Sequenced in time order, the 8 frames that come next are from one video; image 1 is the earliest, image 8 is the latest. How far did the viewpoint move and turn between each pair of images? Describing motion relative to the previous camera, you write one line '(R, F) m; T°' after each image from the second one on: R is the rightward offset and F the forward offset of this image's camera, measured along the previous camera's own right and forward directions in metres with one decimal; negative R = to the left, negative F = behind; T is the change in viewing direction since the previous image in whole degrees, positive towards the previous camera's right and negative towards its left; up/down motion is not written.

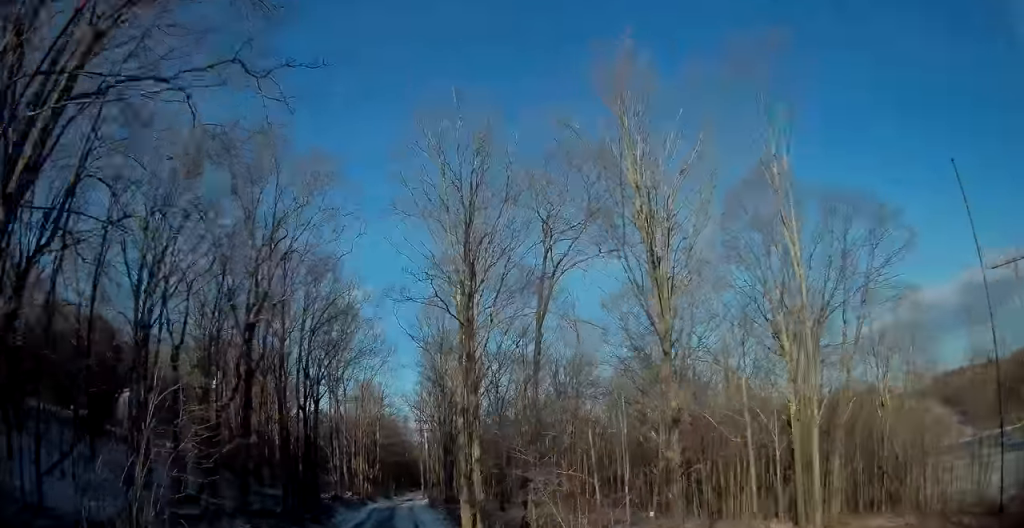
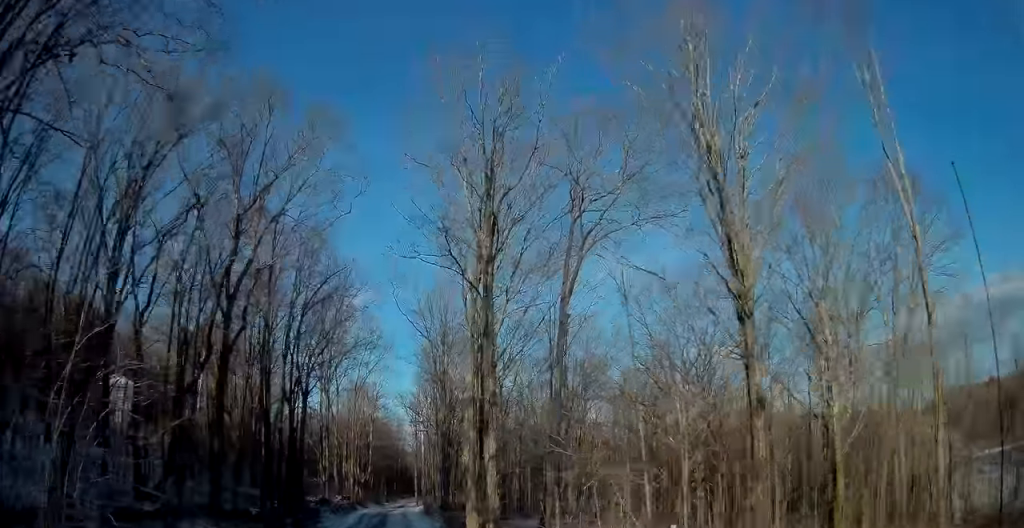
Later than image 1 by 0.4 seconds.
(0.0, +4.0) m; +1°
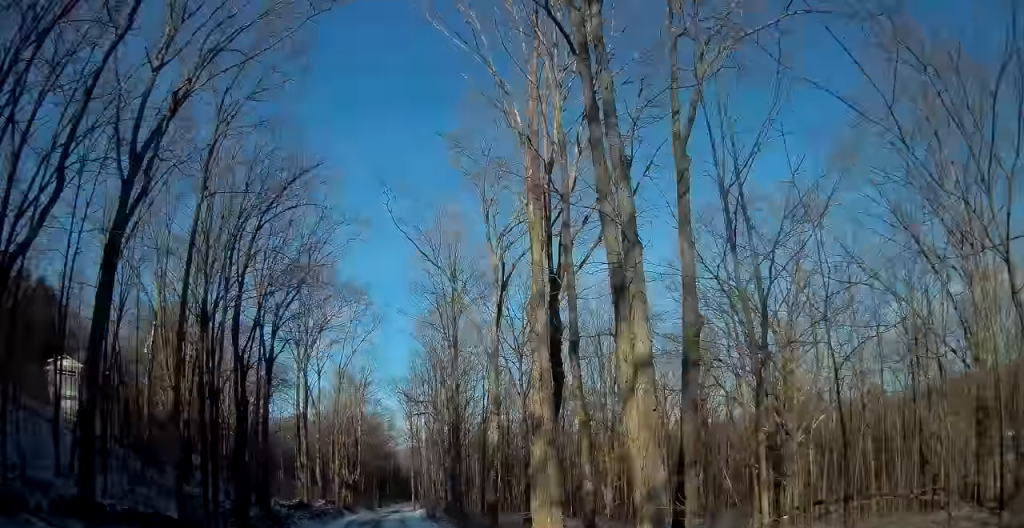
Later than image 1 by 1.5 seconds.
(+0.2, +11.0) m; +1°
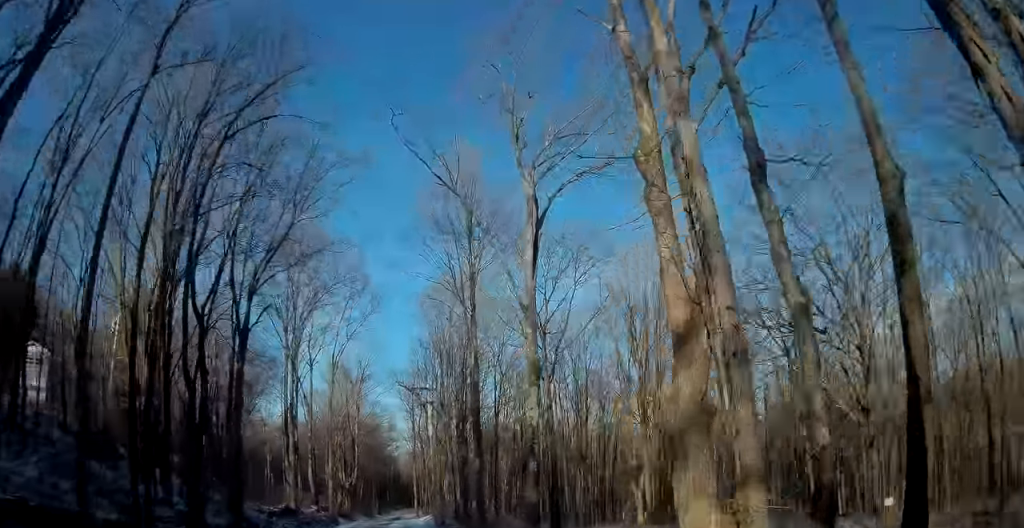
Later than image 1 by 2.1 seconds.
(-0.1, +6.4) m; 0°
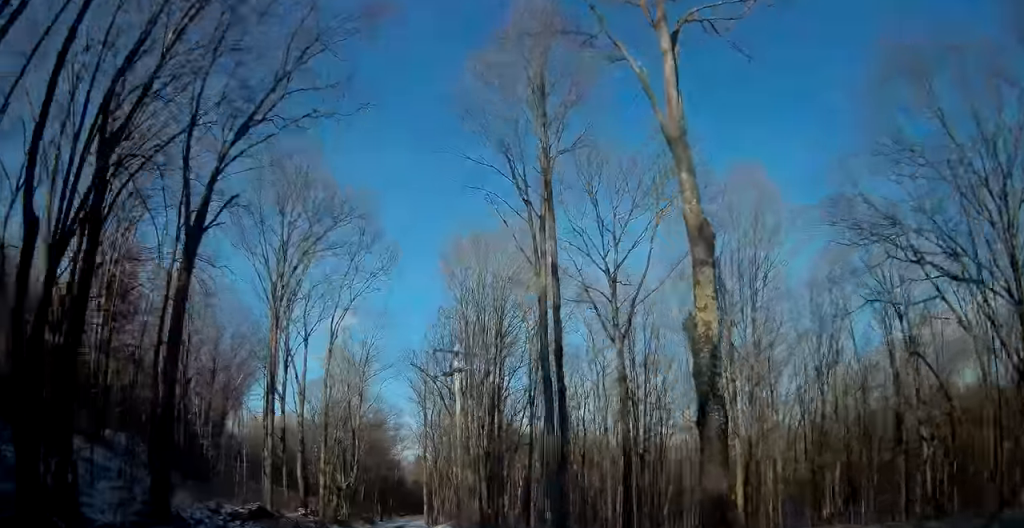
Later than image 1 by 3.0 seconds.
(+0.2, +9.9) m; 0°
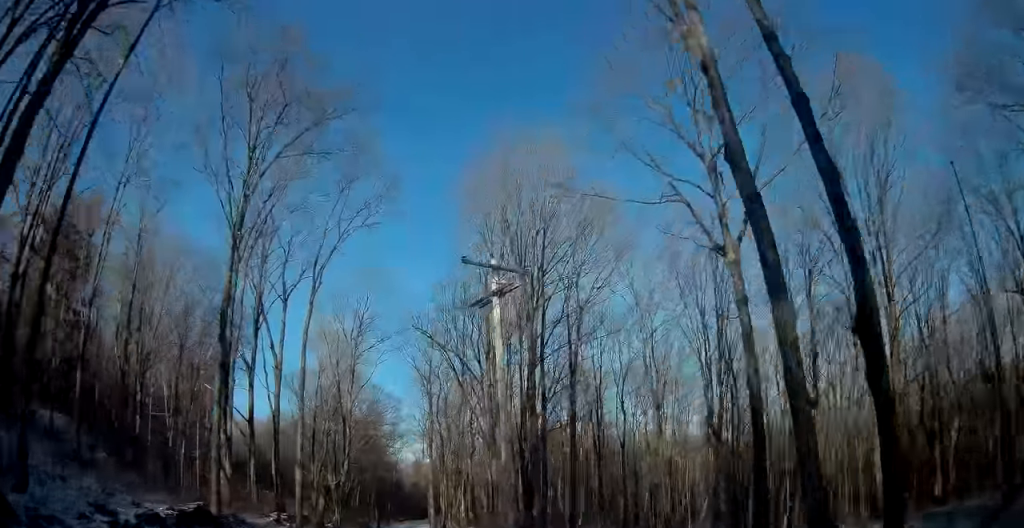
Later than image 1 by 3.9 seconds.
(-0.1, +9.7) m; 0°
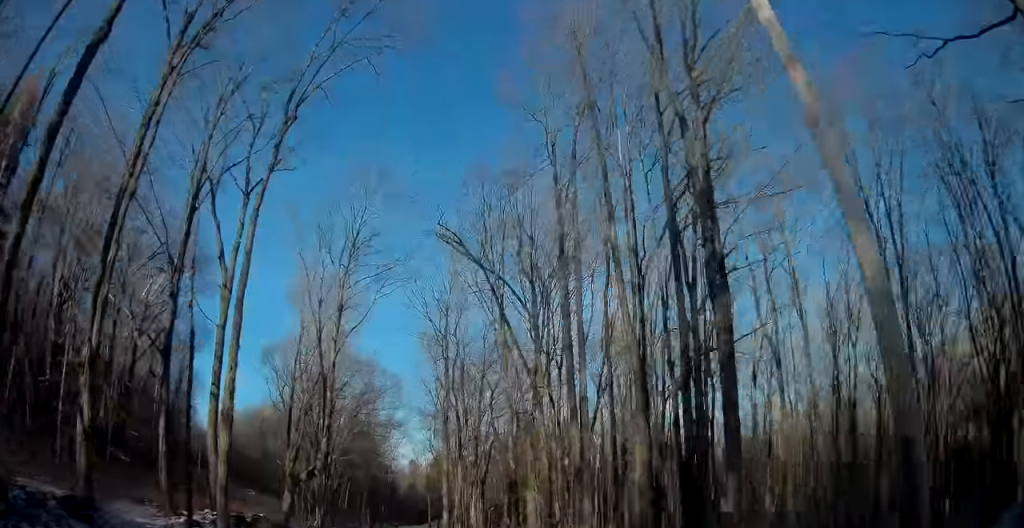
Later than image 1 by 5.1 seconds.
(+0.2, +13.2) m; 0°
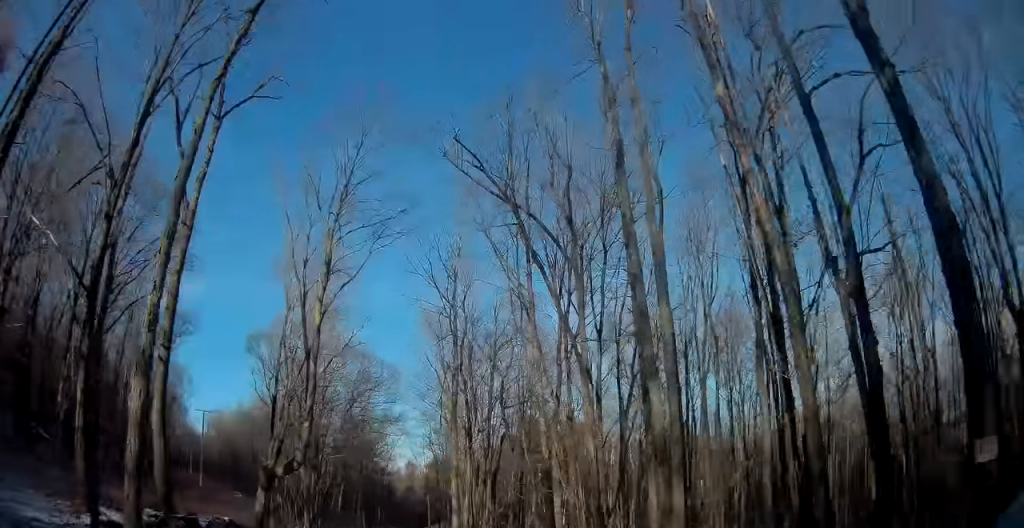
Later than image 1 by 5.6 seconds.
(-0.1, +5.5) m; +1°
